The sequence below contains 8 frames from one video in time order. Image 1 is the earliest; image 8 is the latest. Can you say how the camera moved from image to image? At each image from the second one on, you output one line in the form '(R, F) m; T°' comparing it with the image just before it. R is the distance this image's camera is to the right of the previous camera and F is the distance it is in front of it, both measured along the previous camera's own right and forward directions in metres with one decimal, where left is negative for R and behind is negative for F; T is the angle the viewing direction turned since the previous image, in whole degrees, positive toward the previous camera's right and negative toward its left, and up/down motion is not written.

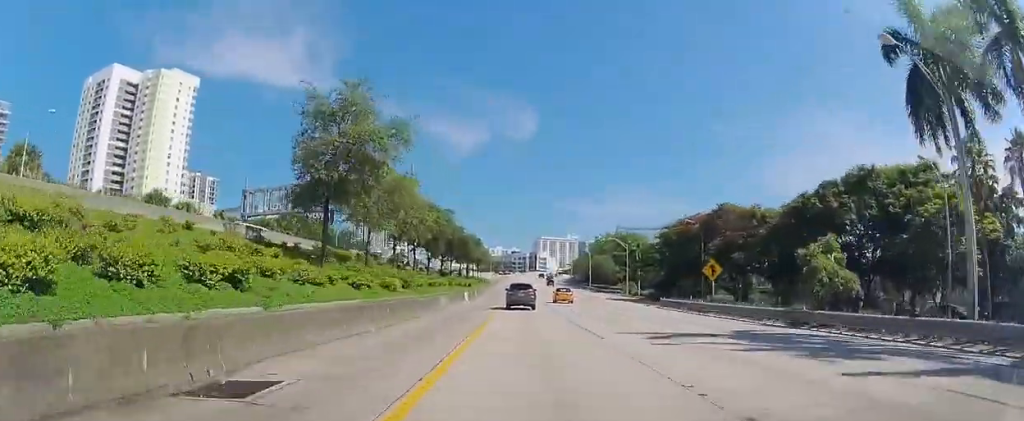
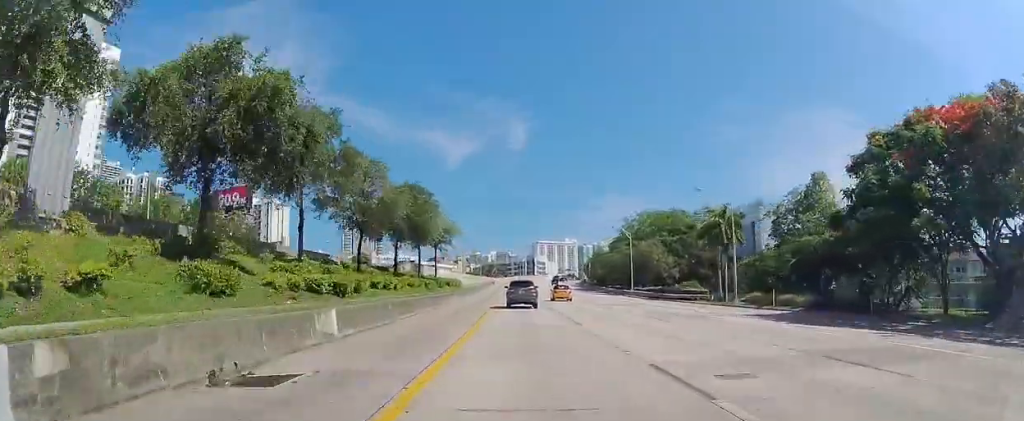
(+0.2, +47.1) m; 0°
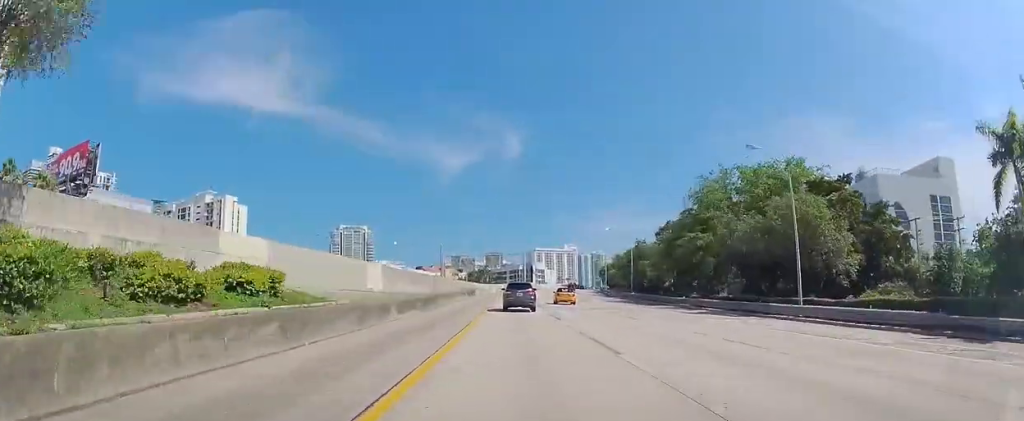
(+0.7, +46.2) m; +2°
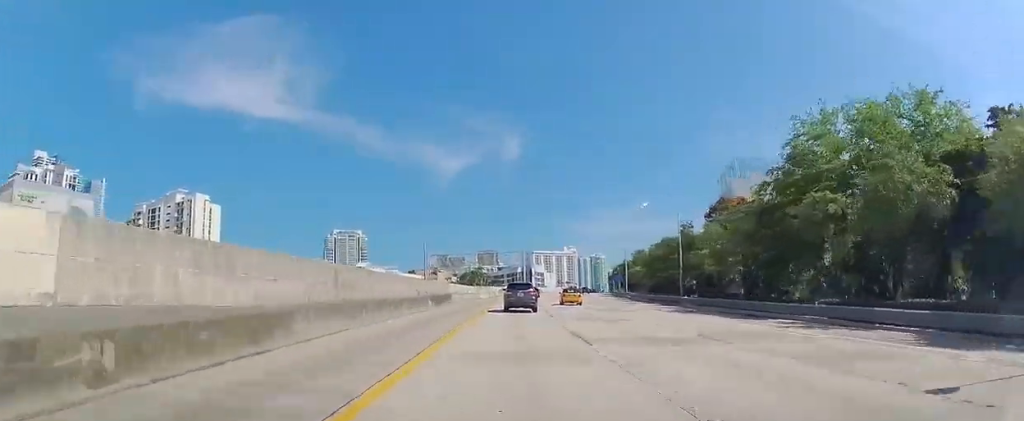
(-0.3, +22.7) m; 0°
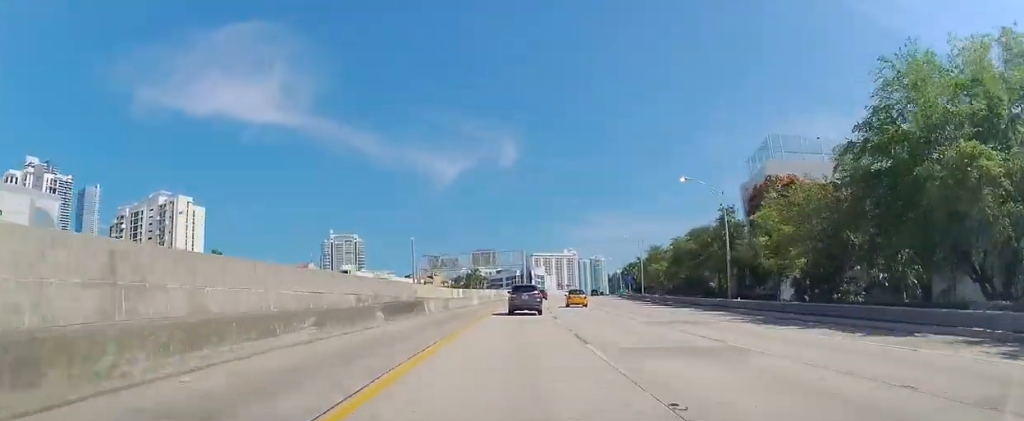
(+0.1, +12.0) m; 0°
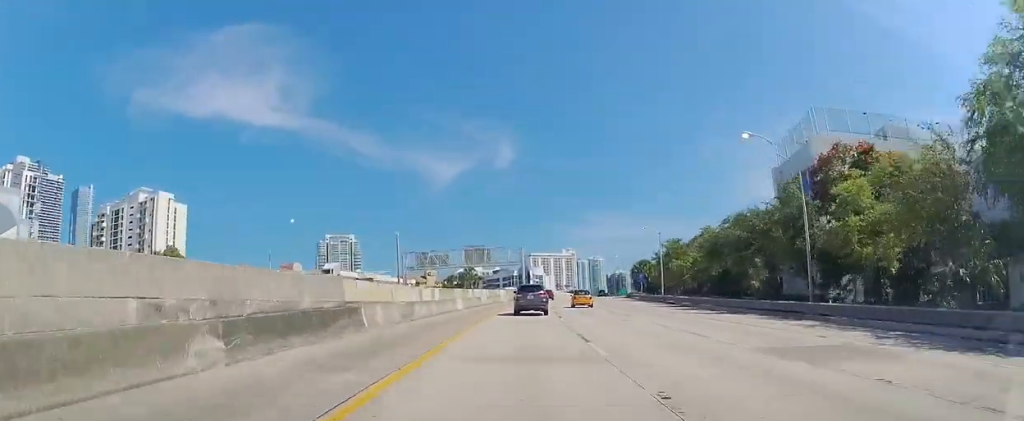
(+0.1, +11.9) m; 0°
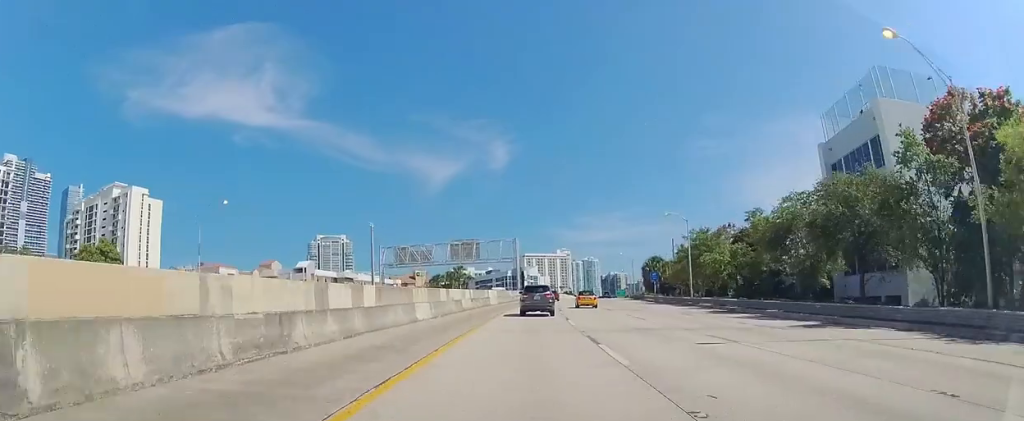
(0.0, +13.4) m; +1°
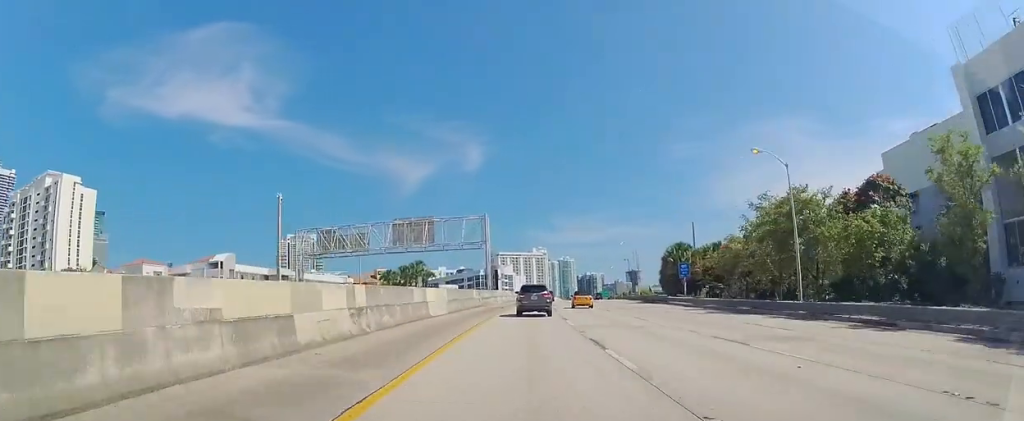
(+0.3, +25.8) m; +2°
